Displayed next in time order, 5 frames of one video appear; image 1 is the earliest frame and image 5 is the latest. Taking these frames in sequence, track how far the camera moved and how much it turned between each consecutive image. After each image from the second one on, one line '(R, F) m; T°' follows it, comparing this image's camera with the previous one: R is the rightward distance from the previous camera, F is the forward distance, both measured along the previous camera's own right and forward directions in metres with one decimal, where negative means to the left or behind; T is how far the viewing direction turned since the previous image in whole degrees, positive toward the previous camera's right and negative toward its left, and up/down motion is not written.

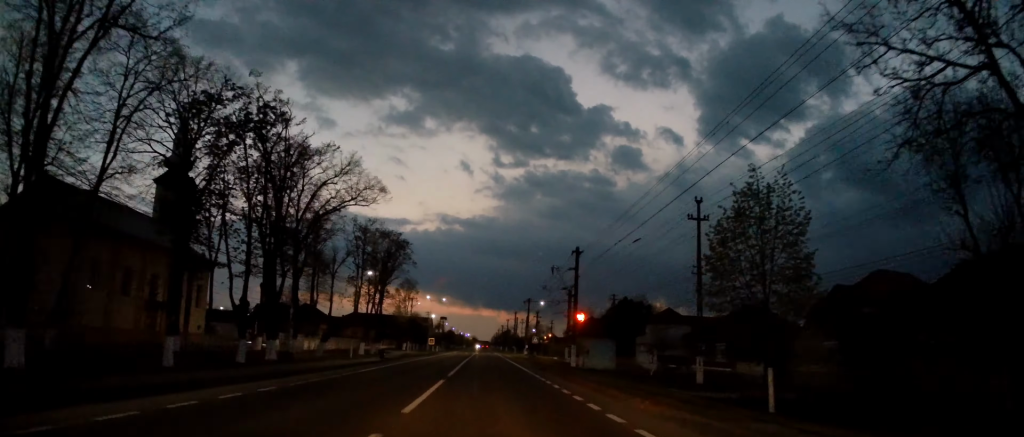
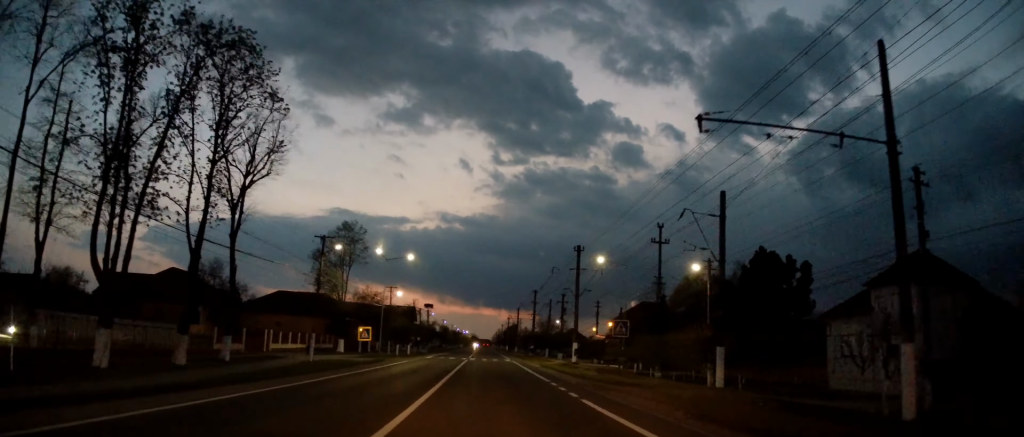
(0.0, +44.4) m; 0°
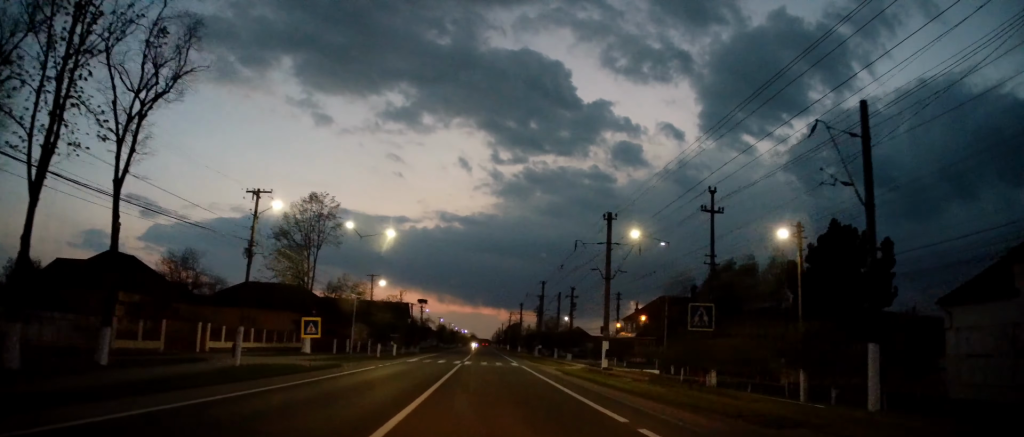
(0.0, +10.6) m; 0°
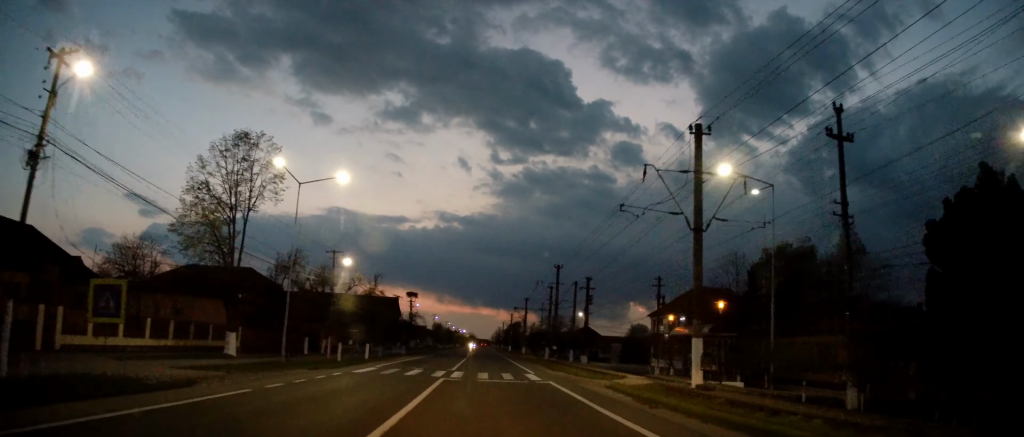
(0.0, +13.6) m; 0°
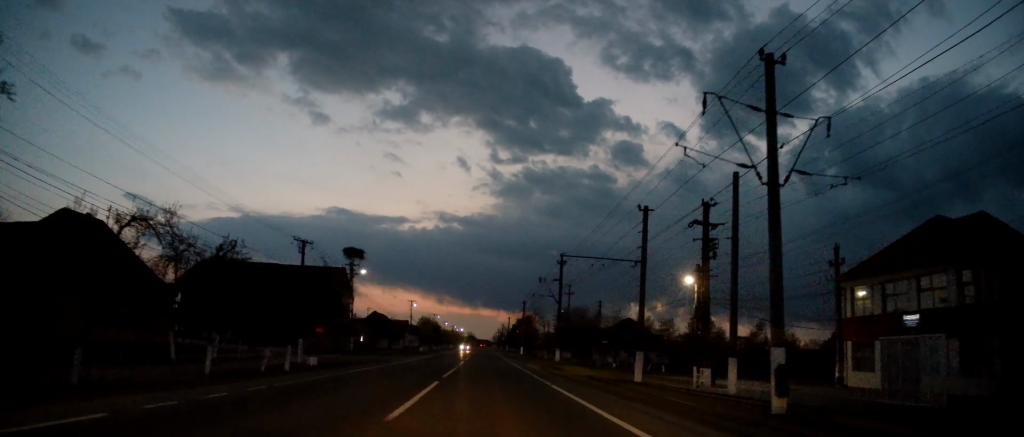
(+0.7, +39.7) m; +1°
